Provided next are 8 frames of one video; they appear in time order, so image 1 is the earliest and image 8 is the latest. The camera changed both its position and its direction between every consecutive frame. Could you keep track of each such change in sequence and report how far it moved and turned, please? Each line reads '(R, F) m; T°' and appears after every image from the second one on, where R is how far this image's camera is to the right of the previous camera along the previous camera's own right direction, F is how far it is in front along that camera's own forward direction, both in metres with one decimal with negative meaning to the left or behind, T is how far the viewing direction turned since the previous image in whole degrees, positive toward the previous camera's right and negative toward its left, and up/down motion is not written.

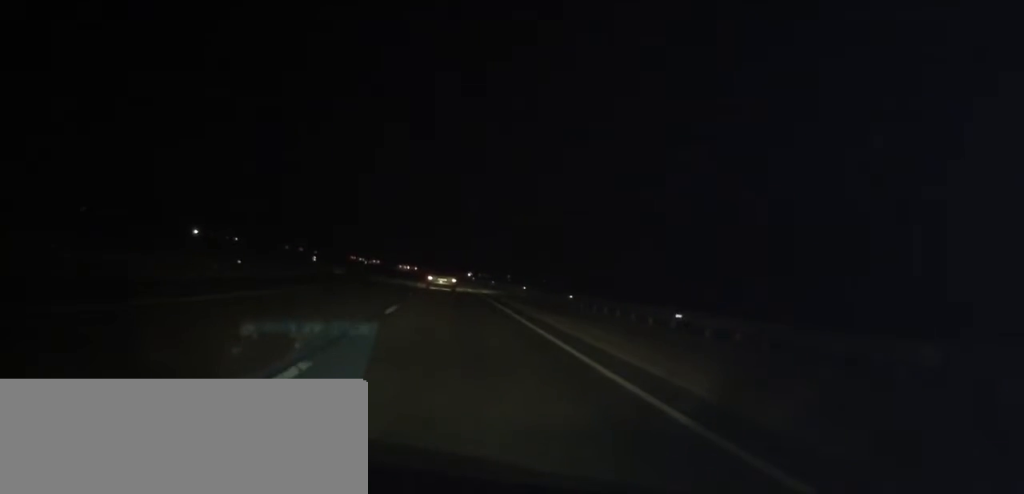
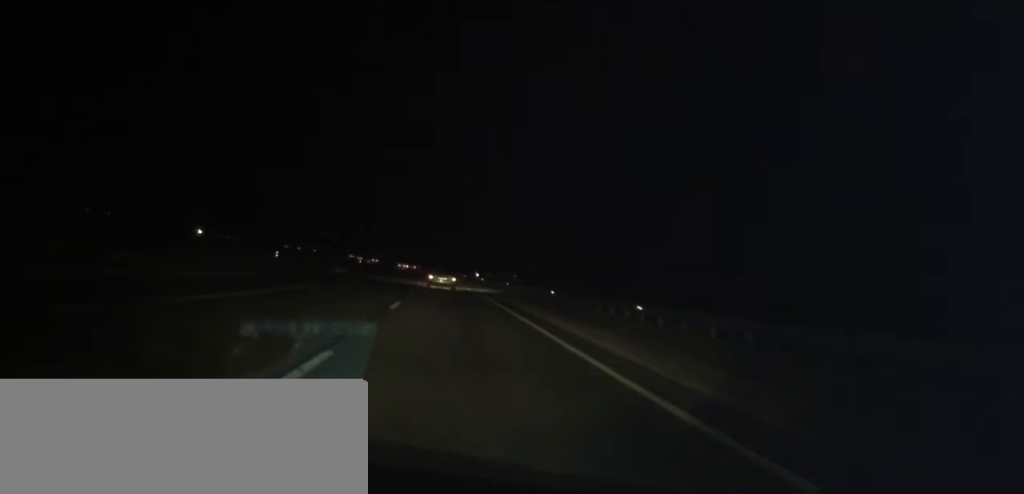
(0.0, +11.0) m; -1°
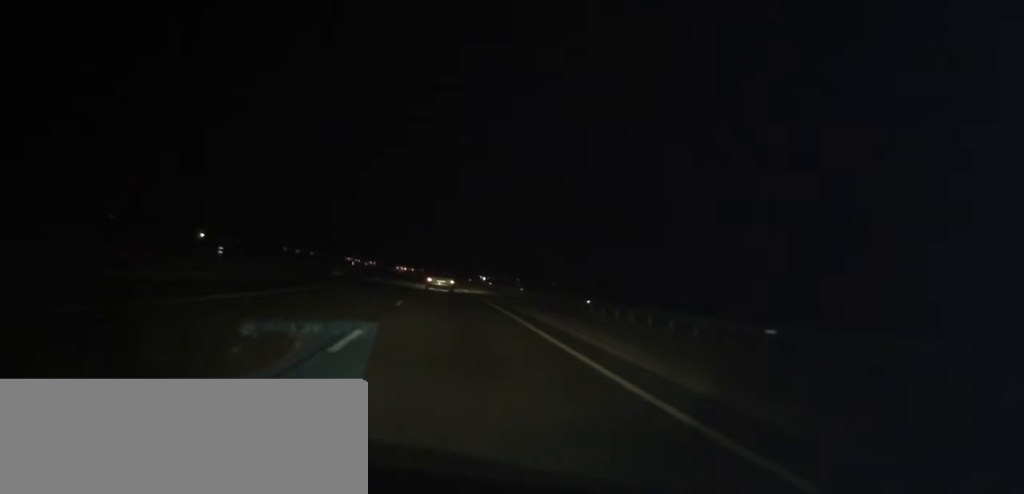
(0.0, +8.9) m; -1°
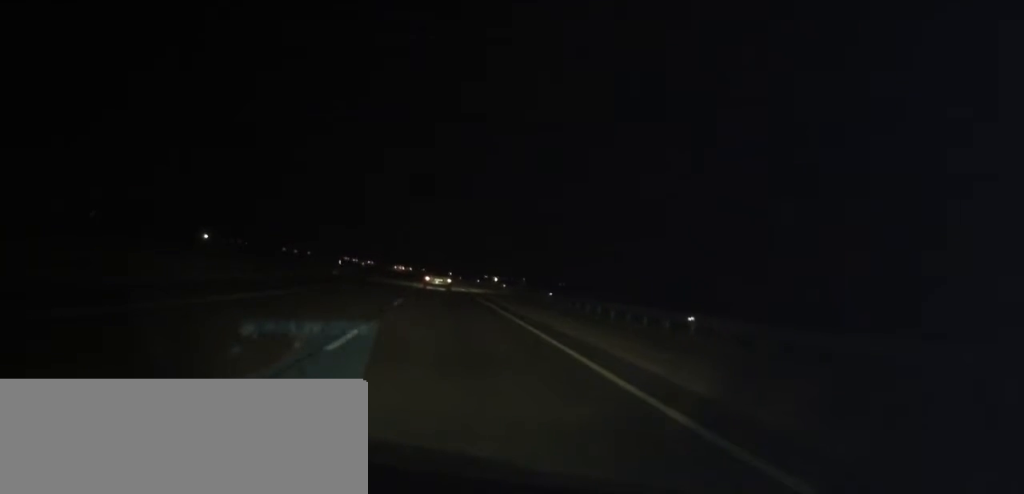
(-0.3, +11.7) m; -1°
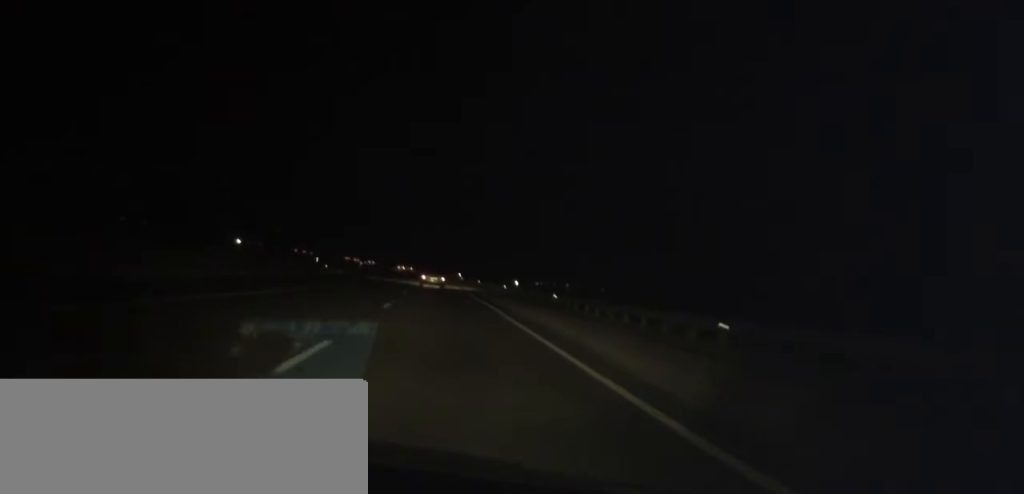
(-1.0, +59.5) m; -3°
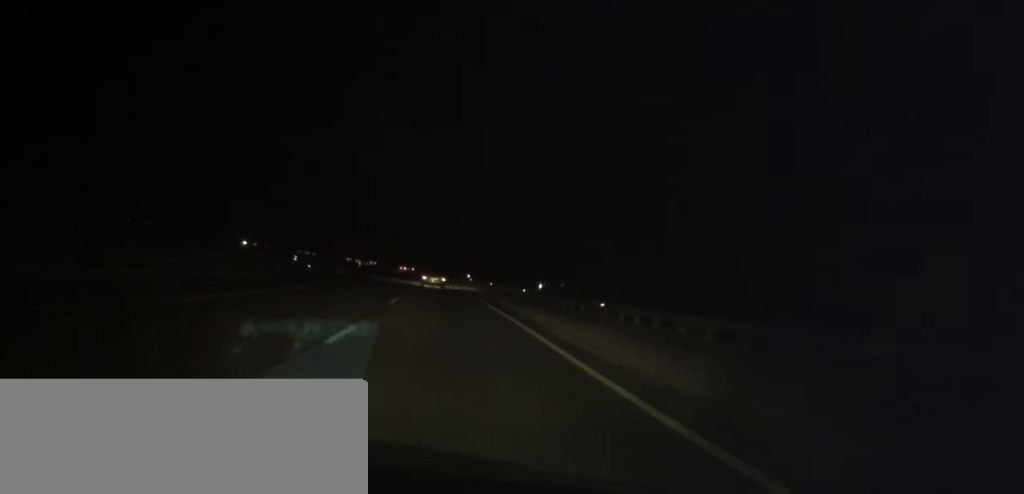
(0.0, +8.6) m; -1°
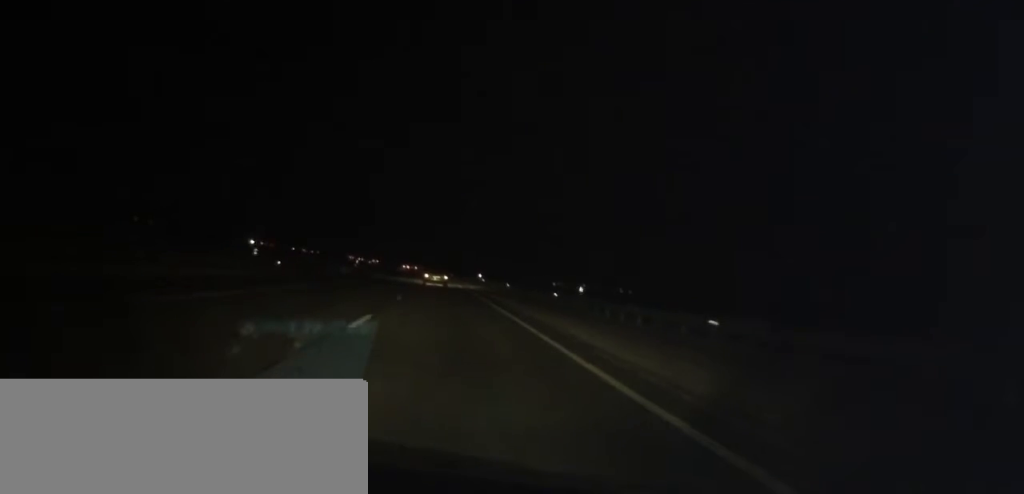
(-0.1, +9.5) m; -1°
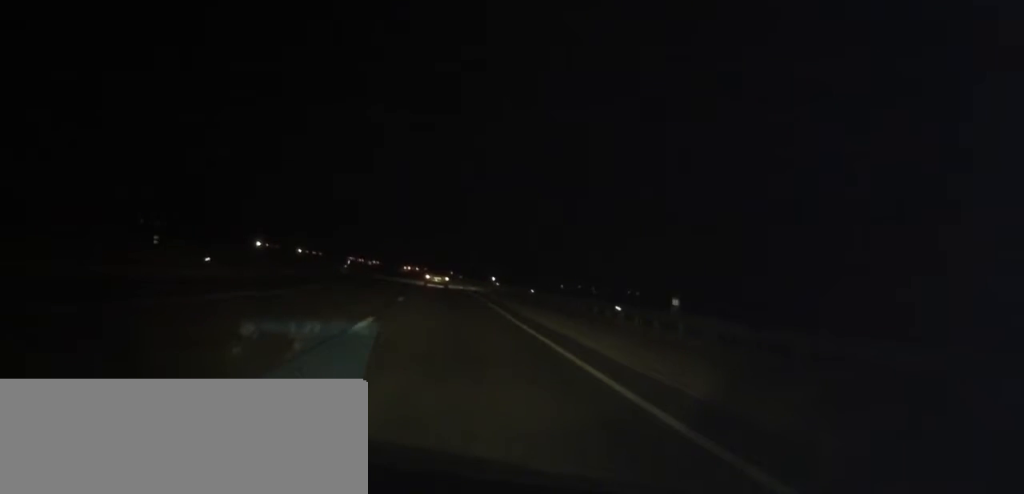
(-0.1, +11.1) m; -1°
